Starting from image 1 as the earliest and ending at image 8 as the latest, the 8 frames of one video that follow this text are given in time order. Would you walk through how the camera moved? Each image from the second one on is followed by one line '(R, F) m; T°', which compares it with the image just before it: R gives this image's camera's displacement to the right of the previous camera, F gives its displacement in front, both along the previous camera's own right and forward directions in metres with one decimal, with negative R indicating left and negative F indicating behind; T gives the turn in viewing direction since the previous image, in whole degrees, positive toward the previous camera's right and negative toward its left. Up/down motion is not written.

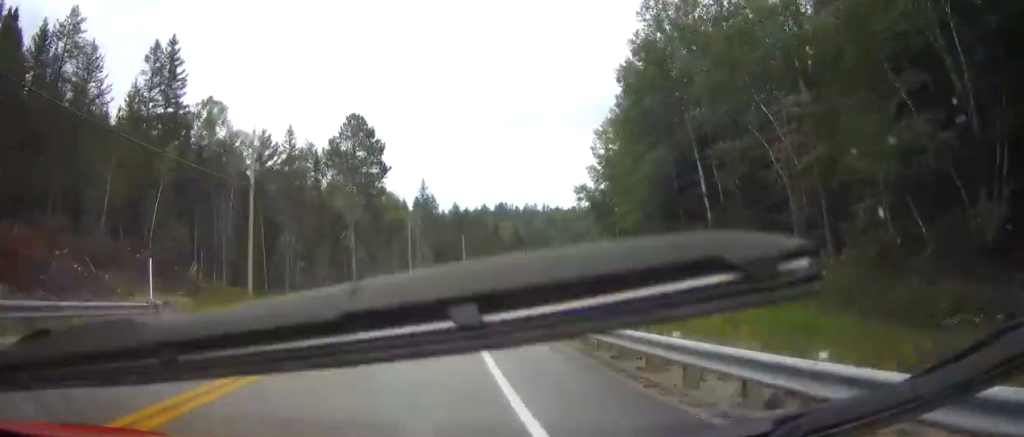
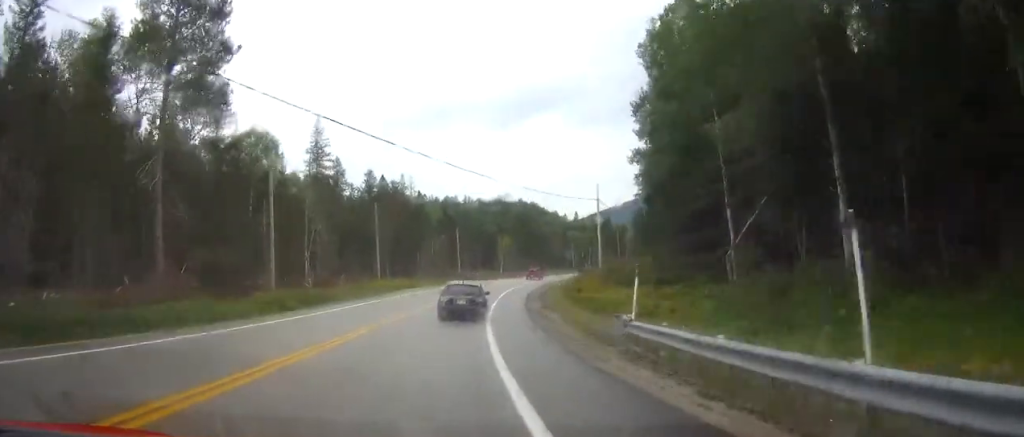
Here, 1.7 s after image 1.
(+3.5, +42.3) m; +10°
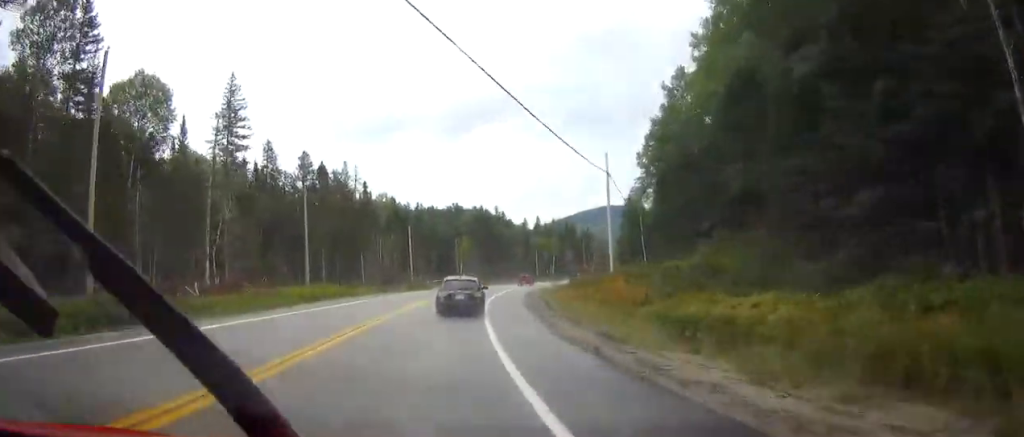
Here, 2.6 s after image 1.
(+1.0, +21.3) m; +4°
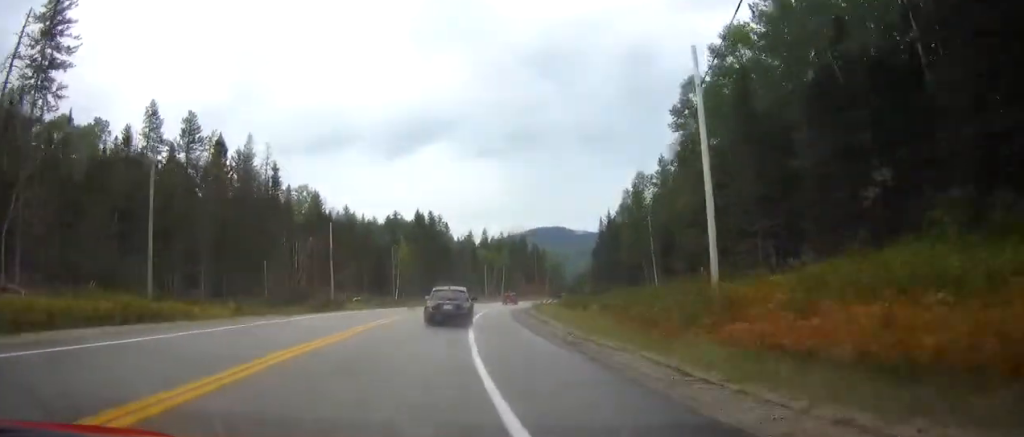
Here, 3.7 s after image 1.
(+1.1, +28.0) m; +5°
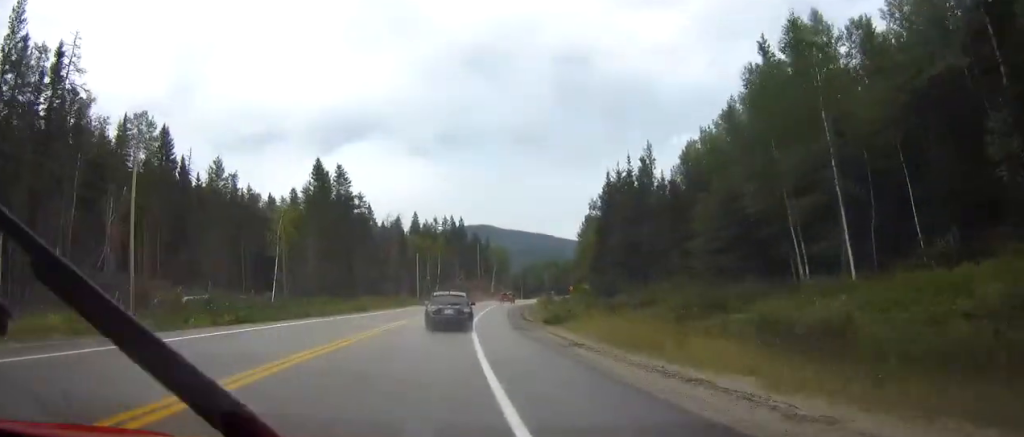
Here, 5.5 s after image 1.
(+3.5, +42.9) m; +7°
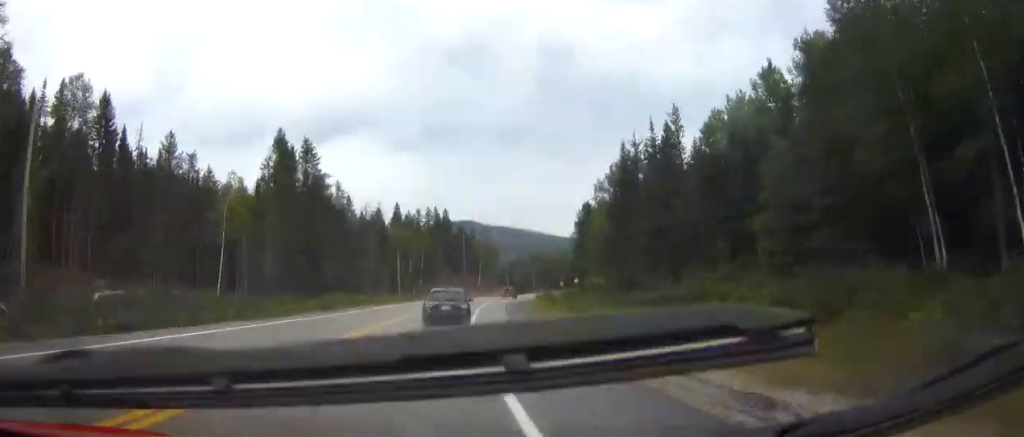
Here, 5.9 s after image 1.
(+0.1, +11.7) m; +1°
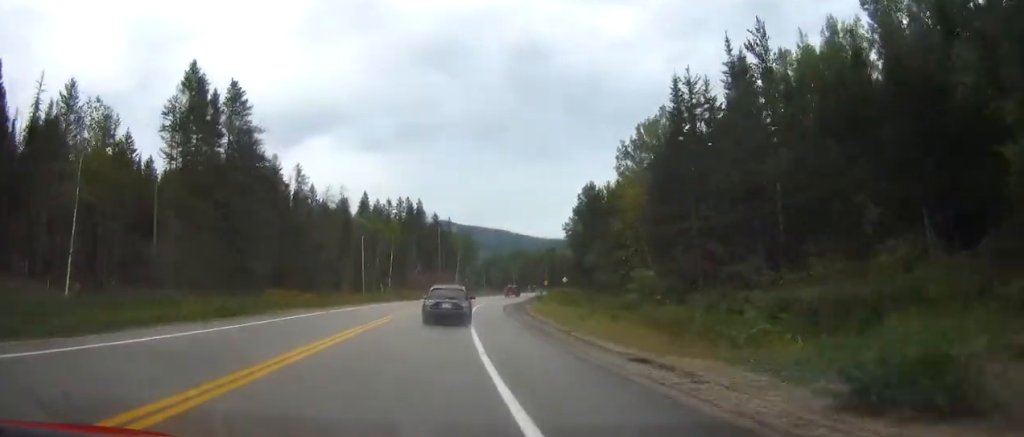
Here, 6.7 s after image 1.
(-0.2, +19.2) m; +2°
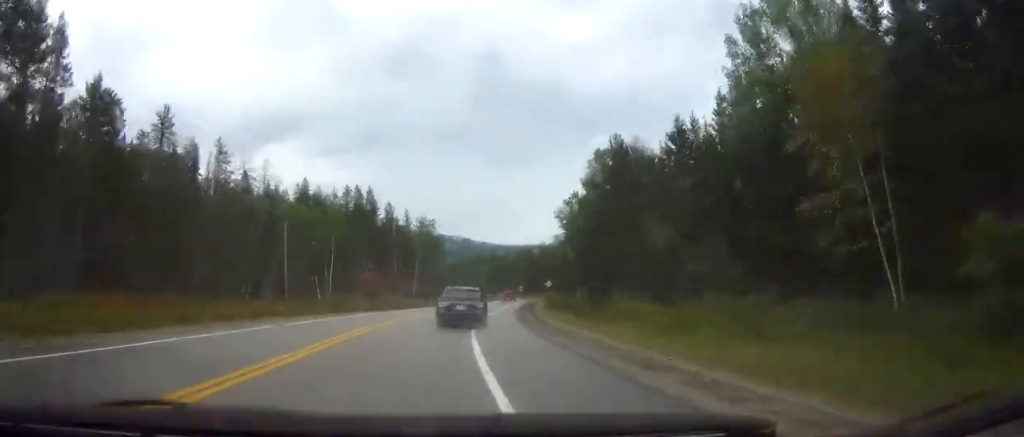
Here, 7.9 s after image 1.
(+1.4, +30.1) m; +3°
